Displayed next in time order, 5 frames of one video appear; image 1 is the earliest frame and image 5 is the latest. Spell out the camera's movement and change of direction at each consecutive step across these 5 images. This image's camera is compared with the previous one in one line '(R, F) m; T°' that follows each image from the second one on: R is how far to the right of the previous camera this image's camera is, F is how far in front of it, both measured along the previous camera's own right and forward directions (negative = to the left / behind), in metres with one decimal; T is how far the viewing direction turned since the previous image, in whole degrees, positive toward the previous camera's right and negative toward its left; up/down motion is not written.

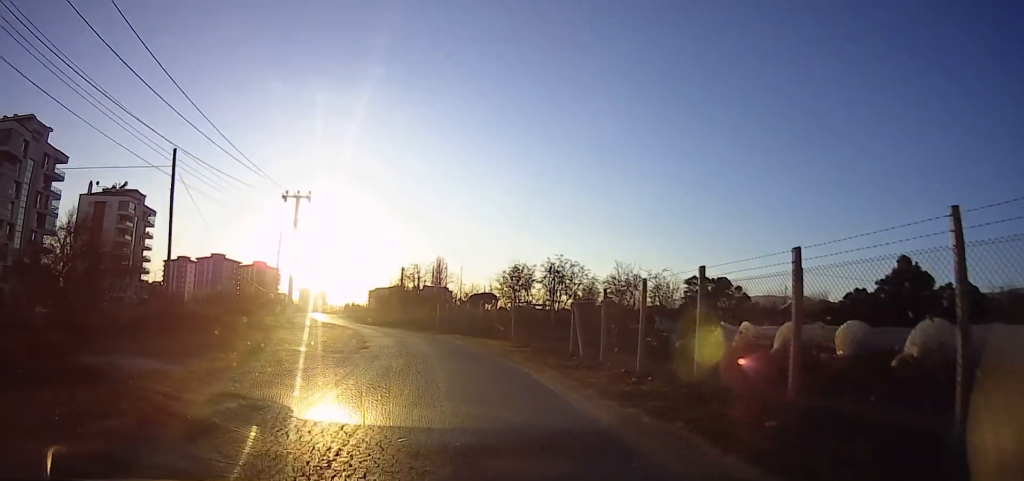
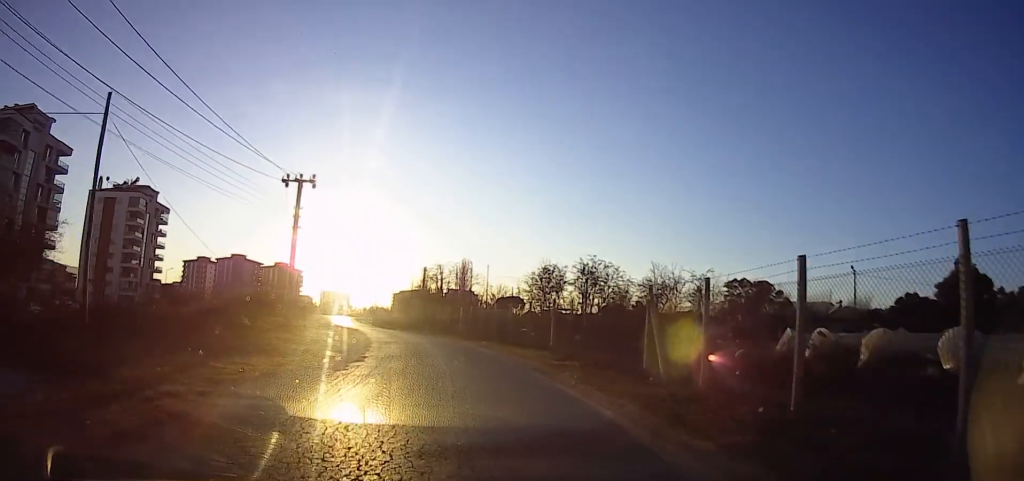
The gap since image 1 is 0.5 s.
(-0.6, +5.1) m; -4°
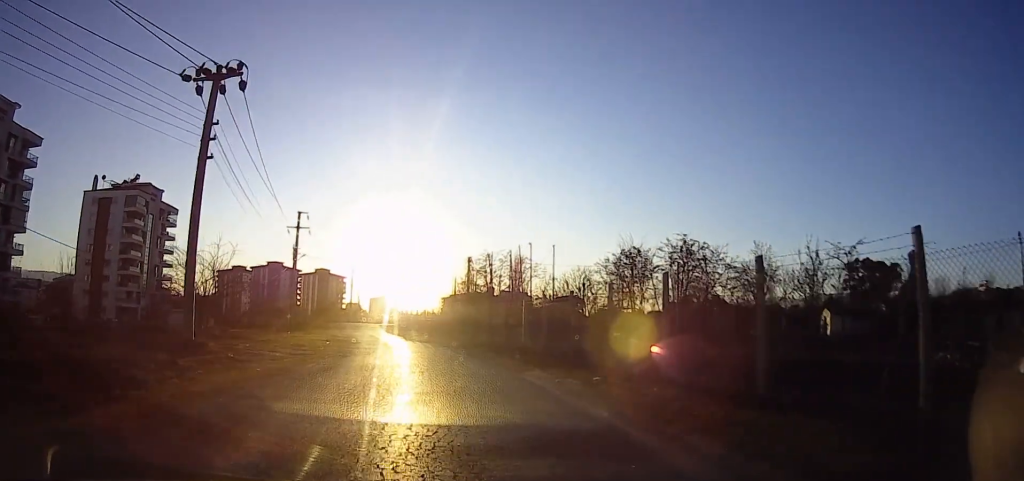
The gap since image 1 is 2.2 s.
(-1.4, +17.4) m; -6°
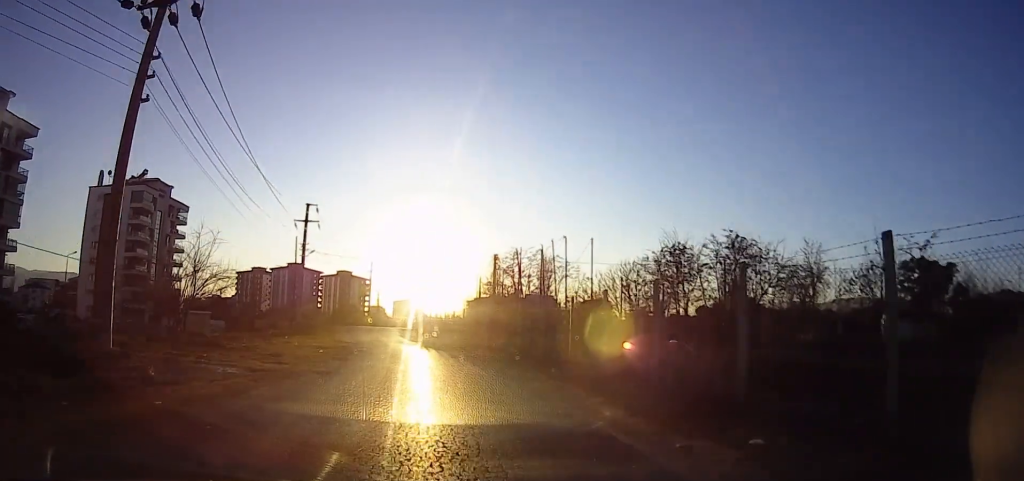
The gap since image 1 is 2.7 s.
(0.0, +5.9) m; -4°
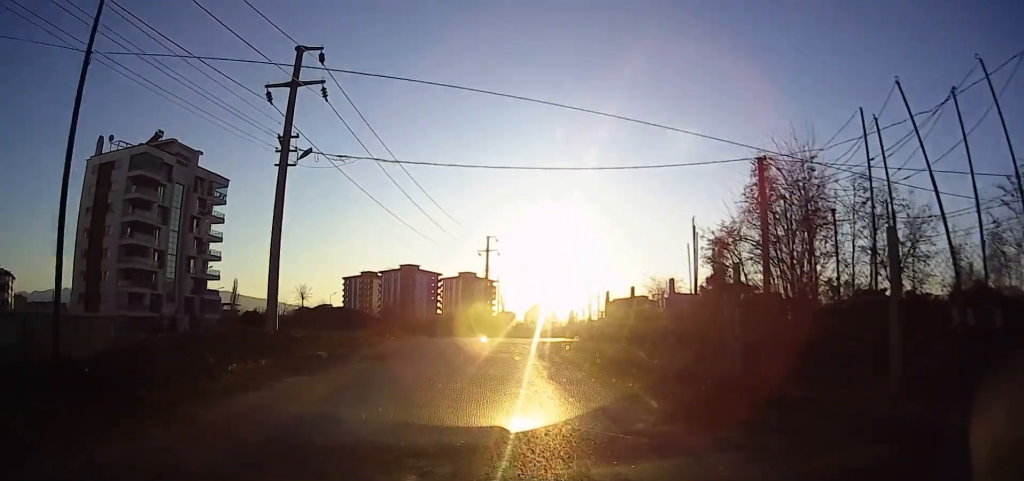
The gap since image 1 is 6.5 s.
(-4.4, +36.9) m; -14°
